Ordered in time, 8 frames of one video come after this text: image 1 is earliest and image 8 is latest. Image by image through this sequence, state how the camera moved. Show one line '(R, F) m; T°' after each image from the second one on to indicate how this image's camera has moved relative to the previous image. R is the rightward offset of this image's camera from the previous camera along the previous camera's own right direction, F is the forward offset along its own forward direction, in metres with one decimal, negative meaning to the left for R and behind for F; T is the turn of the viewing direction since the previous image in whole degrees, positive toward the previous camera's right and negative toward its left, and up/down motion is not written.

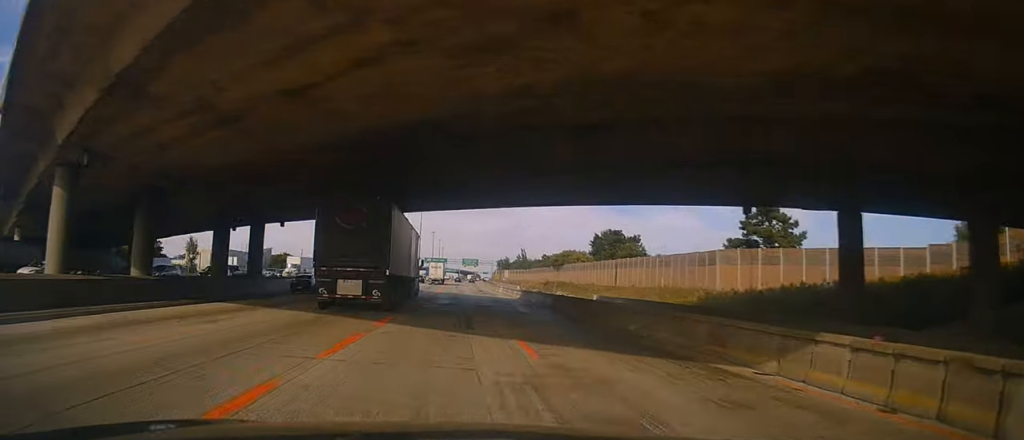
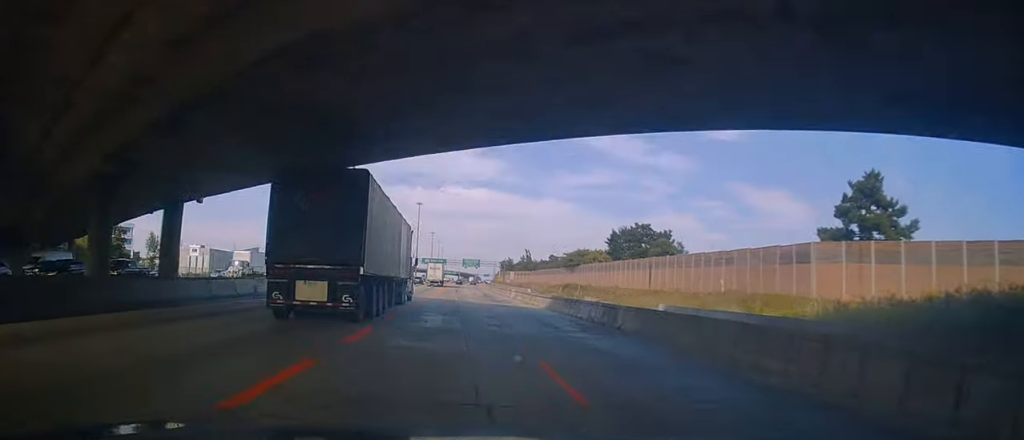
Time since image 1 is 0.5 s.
(0.0, +15.4) m; 0°
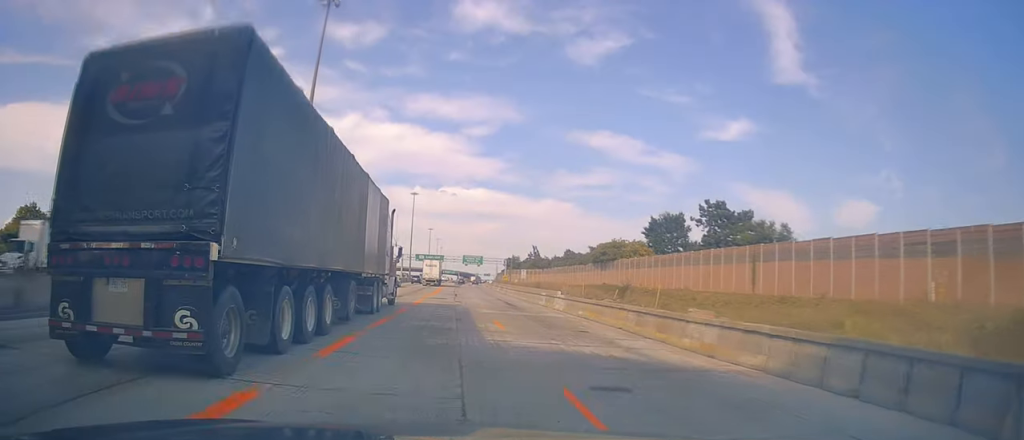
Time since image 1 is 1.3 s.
(-0.3, +25.7) m; 0°
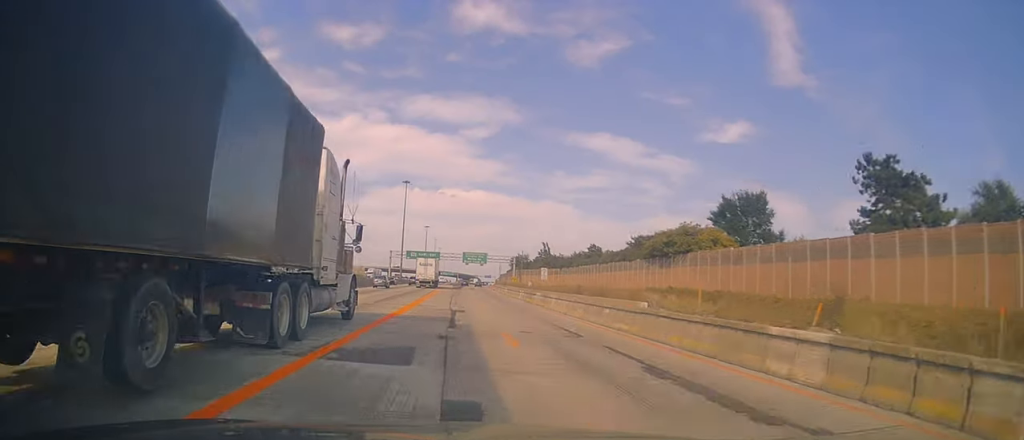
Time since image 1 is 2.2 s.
(+0.6, +28.1) m; 0°
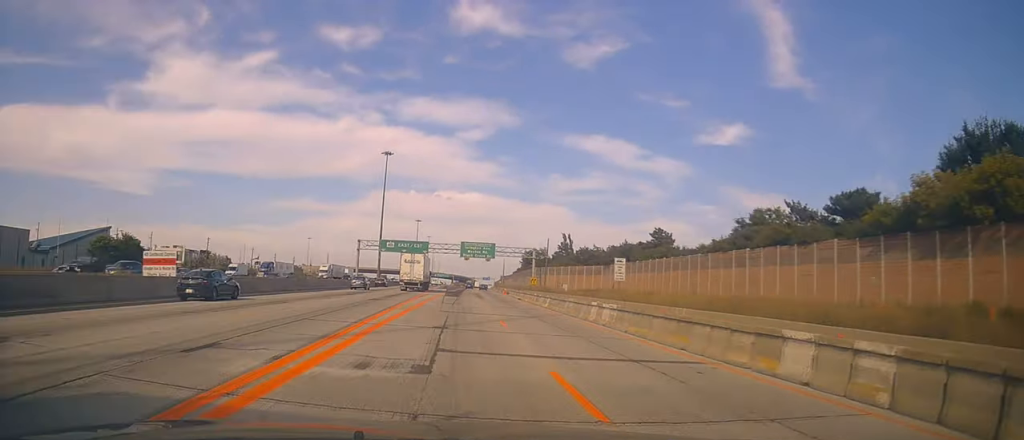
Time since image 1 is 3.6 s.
(-0.8, +42.1) m; -1°
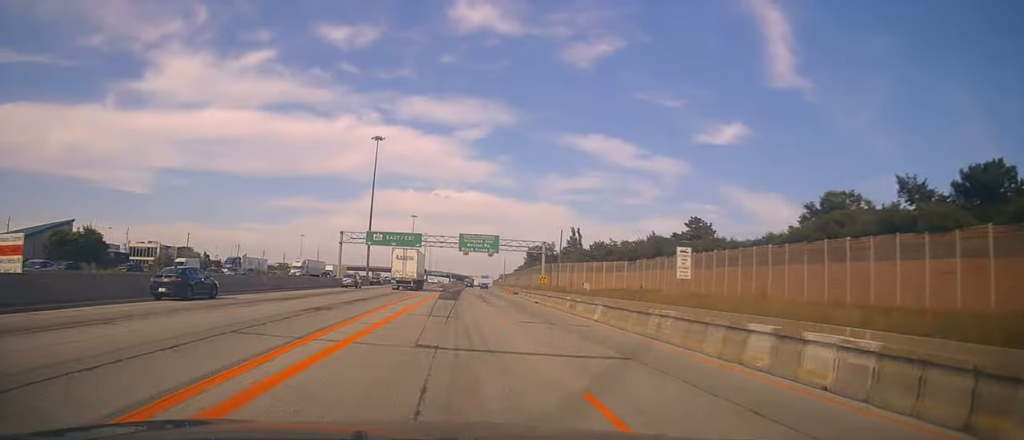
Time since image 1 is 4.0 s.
(0.0, +13.7) m; 0°
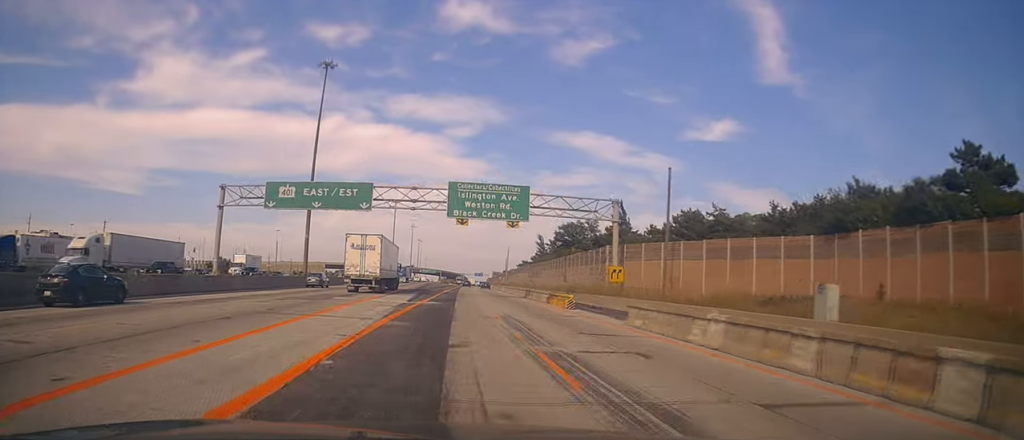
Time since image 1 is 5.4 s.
(+0.5, +44.0) m; +2°
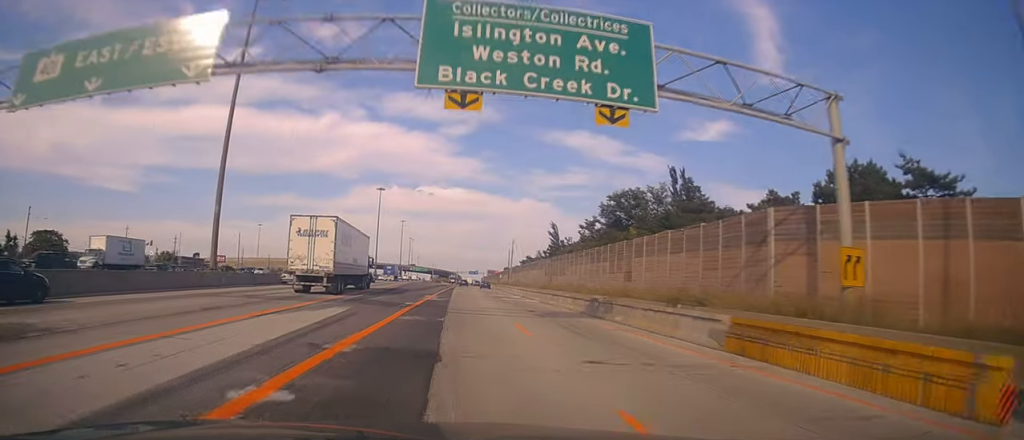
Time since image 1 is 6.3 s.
(+0.2, +29.0) m; +1°
